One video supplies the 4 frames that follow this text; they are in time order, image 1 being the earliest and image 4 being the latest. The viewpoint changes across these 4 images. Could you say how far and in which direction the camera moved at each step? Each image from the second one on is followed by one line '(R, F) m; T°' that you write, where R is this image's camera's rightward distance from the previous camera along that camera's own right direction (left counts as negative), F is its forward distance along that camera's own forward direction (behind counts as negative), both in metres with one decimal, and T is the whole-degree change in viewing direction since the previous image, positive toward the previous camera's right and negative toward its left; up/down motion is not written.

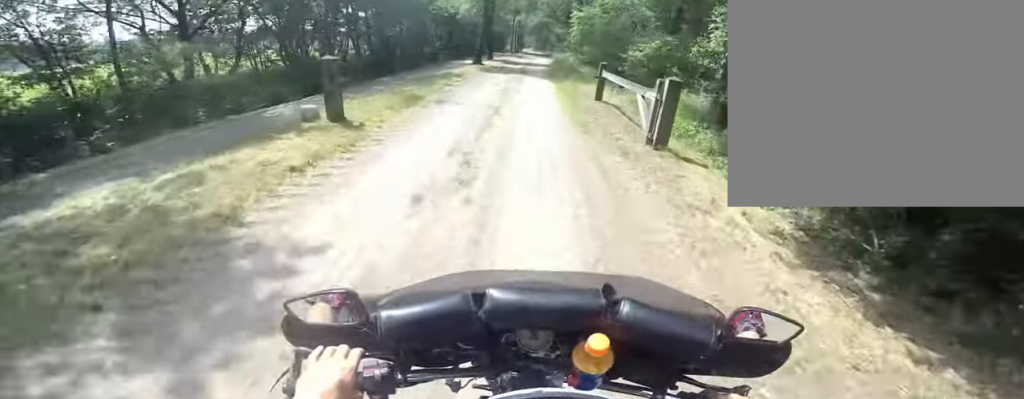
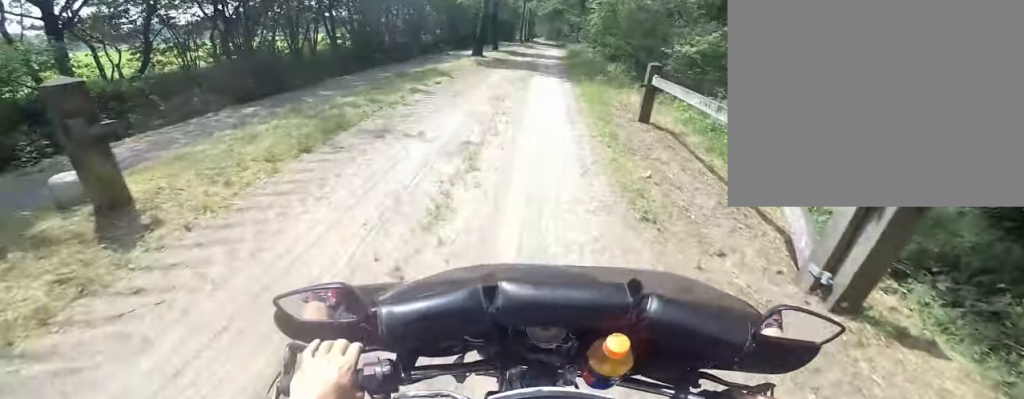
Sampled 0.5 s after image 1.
(-0.1, +3.6) m; +2°
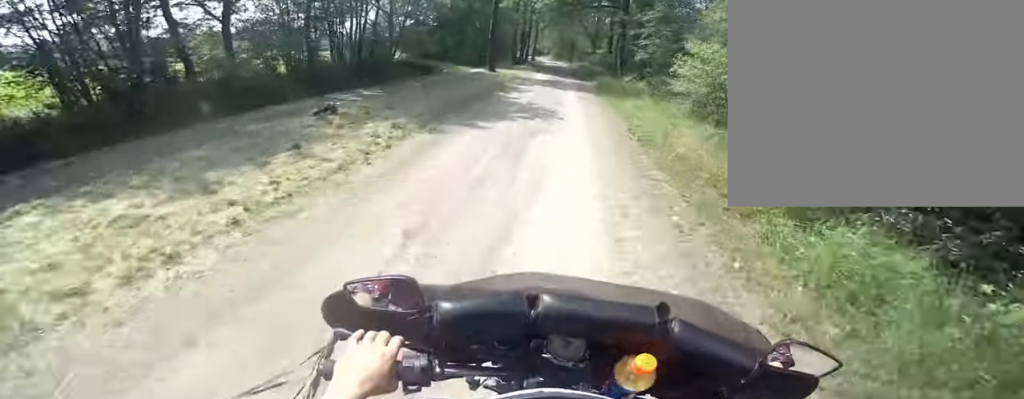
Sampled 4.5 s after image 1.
(+3.4, +31.6) m; +5°
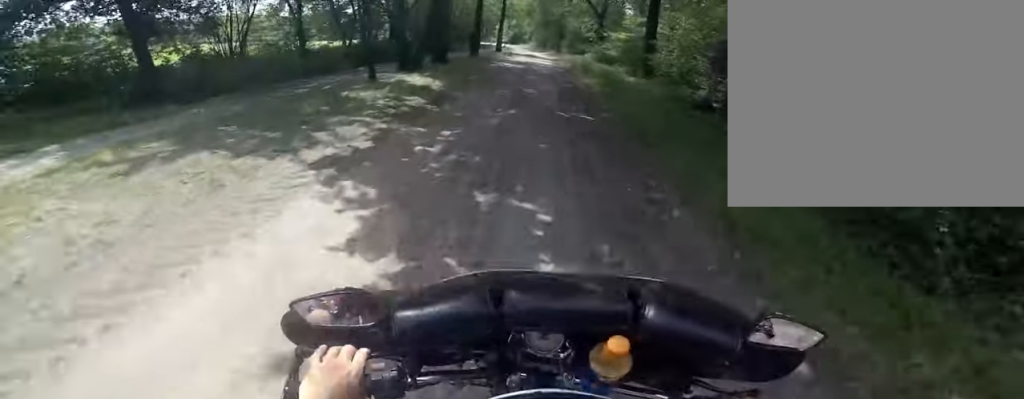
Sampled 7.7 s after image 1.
(-1.2, +23.5) m; +1°
